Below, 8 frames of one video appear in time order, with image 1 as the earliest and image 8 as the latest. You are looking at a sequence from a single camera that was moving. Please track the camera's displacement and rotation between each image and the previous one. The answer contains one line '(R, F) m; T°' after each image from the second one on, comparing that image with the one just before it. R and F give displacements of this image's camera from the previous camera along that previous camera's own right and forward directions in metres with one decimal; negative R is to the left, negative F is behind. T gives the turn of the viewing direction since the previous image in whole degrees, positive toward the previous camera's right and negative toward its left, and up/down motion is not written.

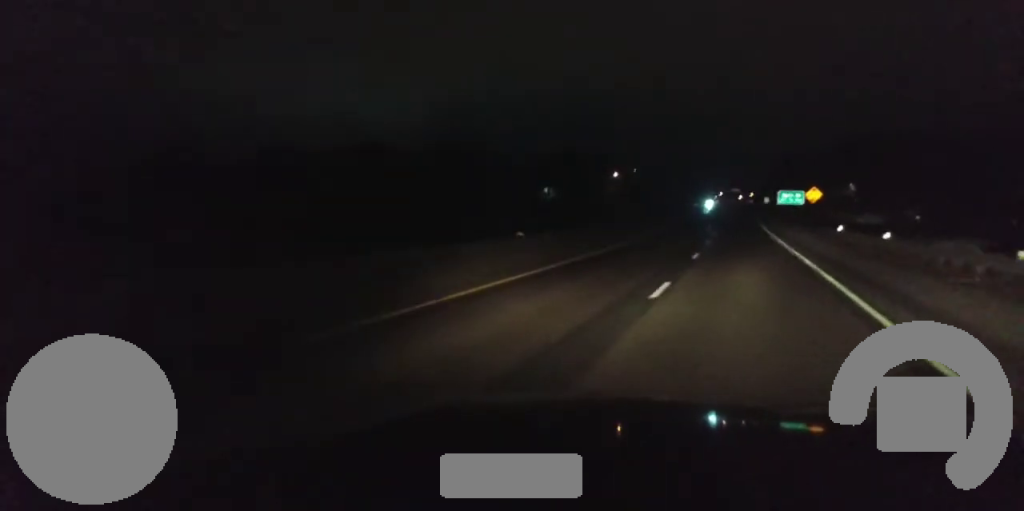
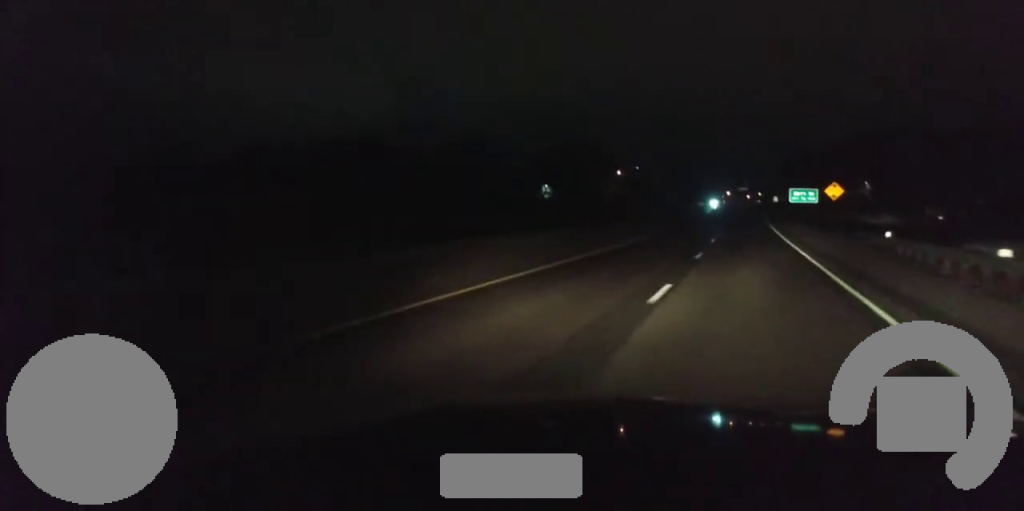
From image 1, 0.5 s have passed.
(-0.1, +13.4) m; -1°
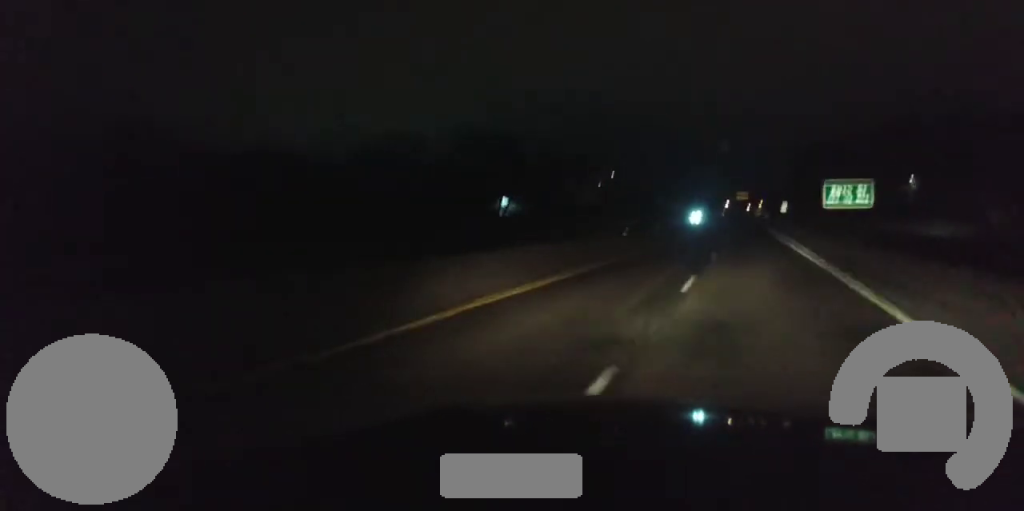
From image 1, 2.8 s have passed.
(-0.7, +57.8) m; -1°
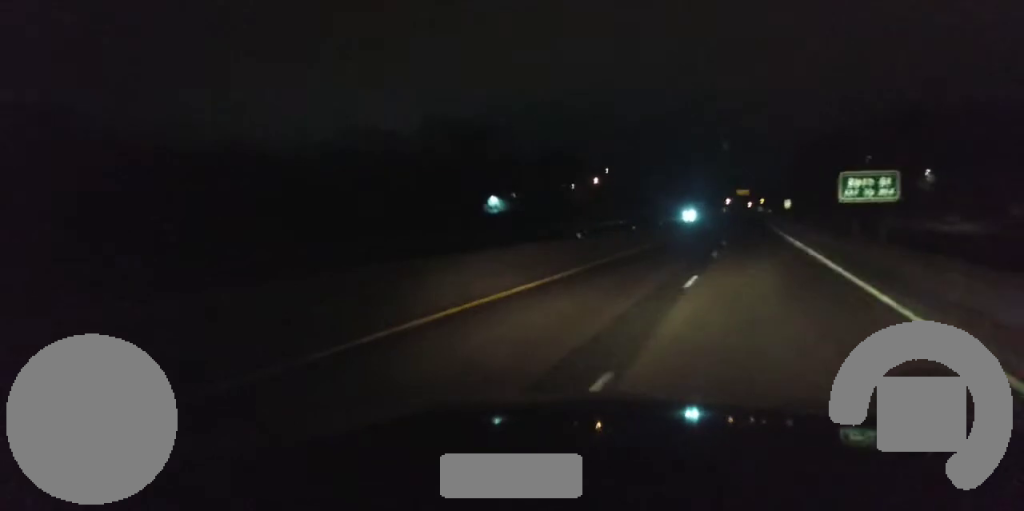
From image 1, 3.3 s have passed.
(-0.1, +12.6) m; 0°
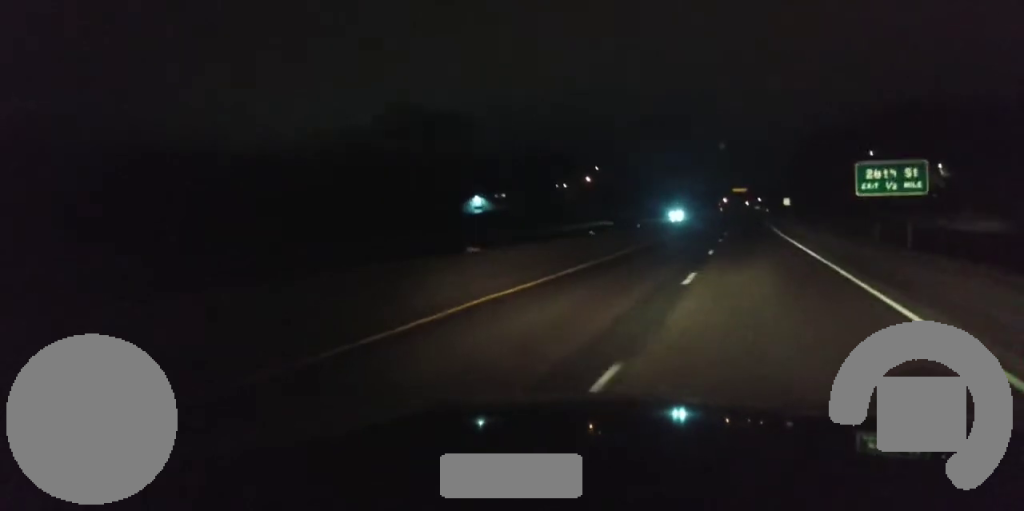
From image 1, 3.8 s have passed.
(+0.1, +11.8) m; +1°
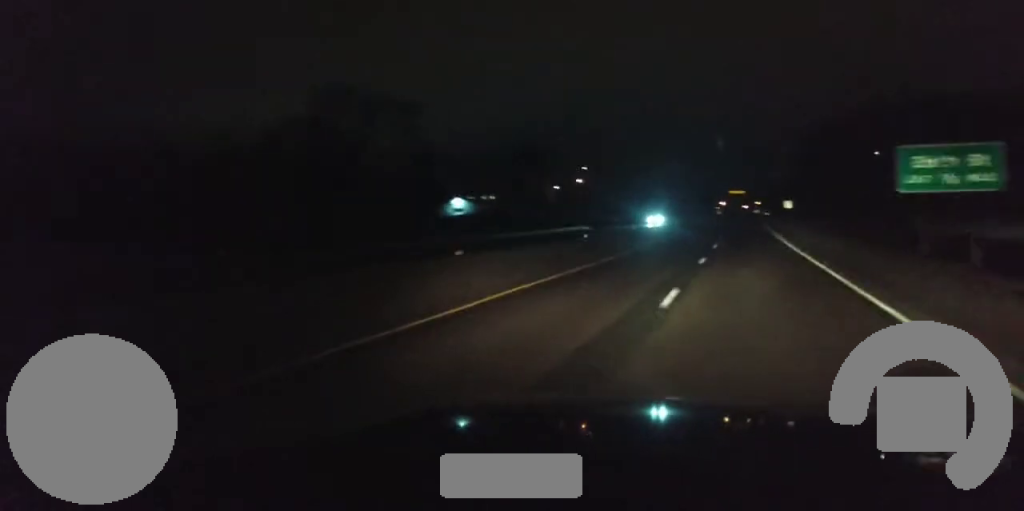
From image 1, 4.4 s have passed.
(0.0, +16.0) m; +1°
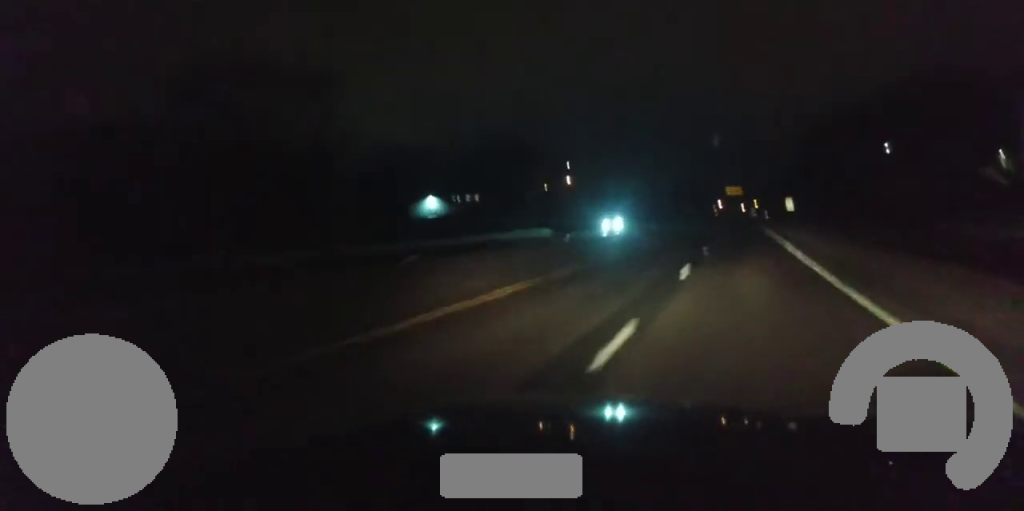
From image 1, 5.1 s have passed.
(+0.2, +17.6) m; +1°
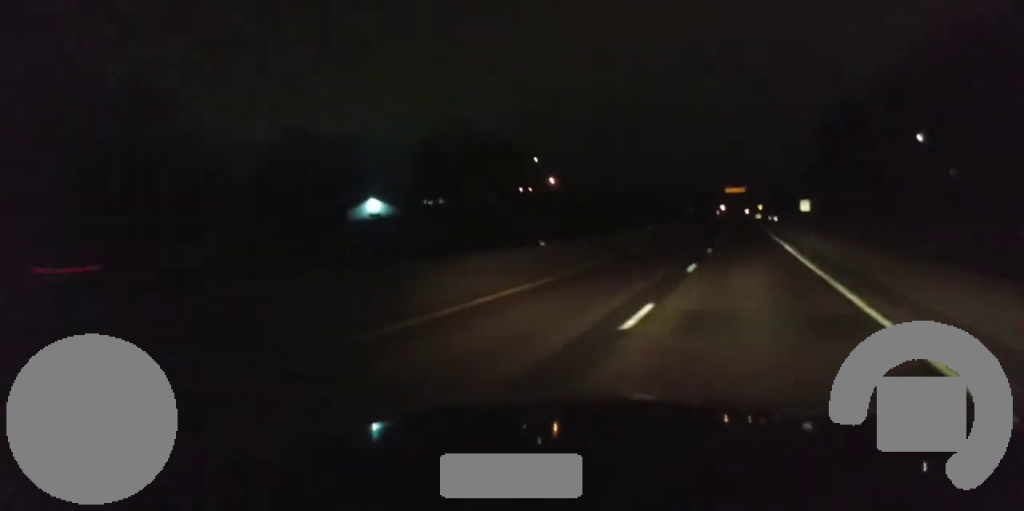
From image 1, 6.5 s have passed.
(+0.1, +33.8) m; 0°
